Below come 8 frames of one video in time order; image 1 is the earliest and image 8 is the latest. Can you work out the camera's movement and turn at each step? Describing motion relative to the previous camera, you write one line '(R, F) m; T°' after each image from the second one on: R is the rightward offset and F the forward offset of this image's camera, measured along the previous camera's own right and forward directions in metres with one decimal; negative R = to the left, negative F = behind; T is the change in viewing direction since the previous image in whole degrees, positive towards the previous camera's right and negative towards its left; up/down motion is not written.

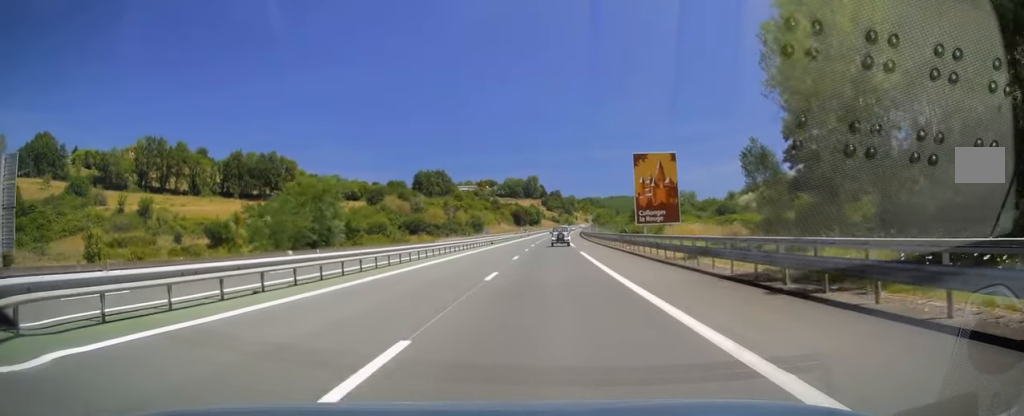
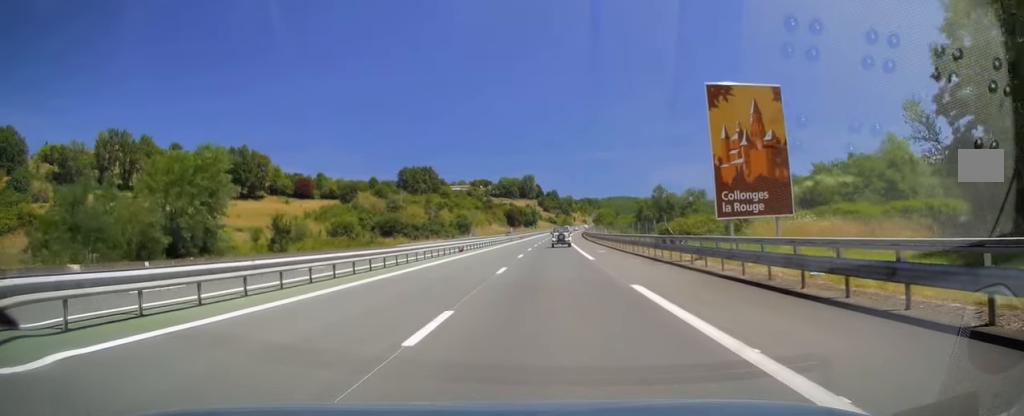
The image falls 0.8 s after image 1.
(+0.1, +22.9) m; +1°
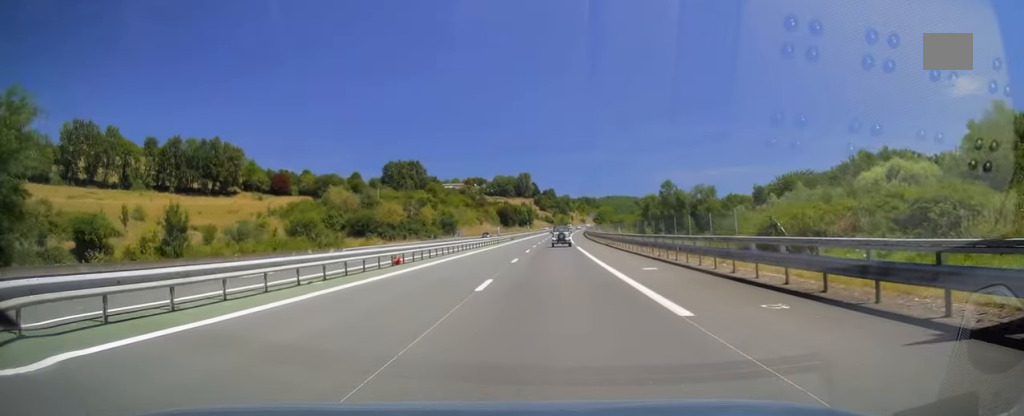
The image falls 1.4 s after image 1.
(0.0, +19.0) m; +1°
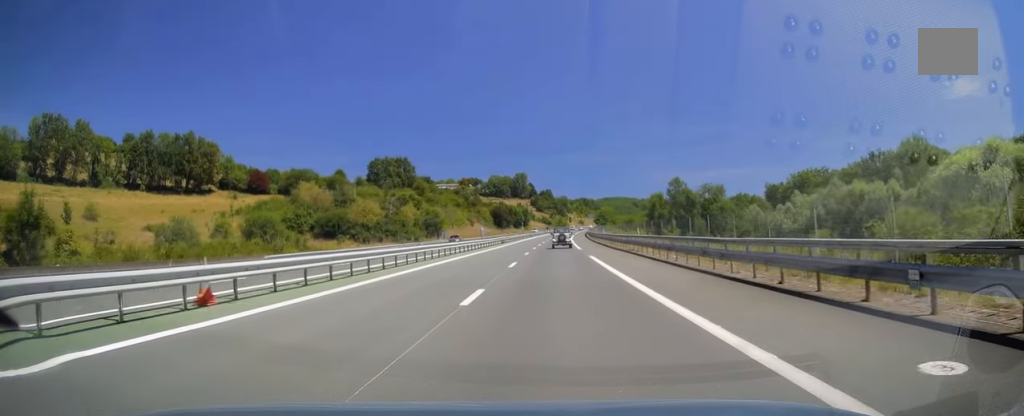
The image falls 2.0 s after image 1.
(+0.2, +15.5) m; 0°
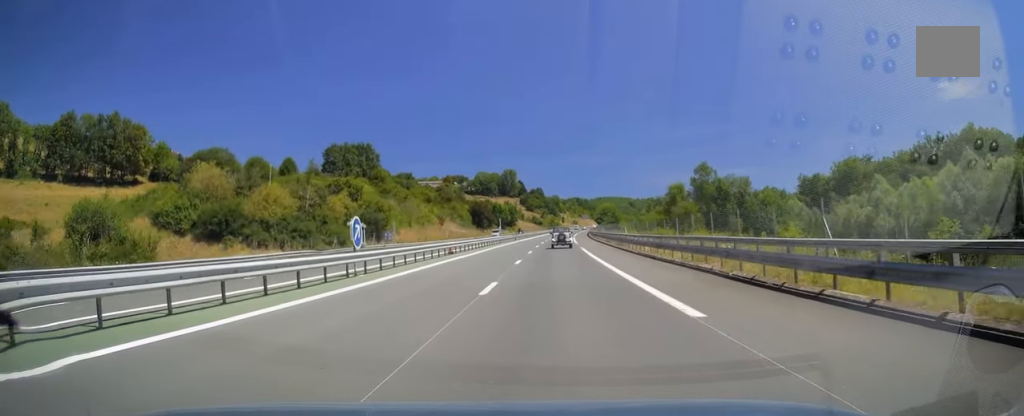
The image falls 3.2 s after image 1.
(0.0, +36.5) m; 0°
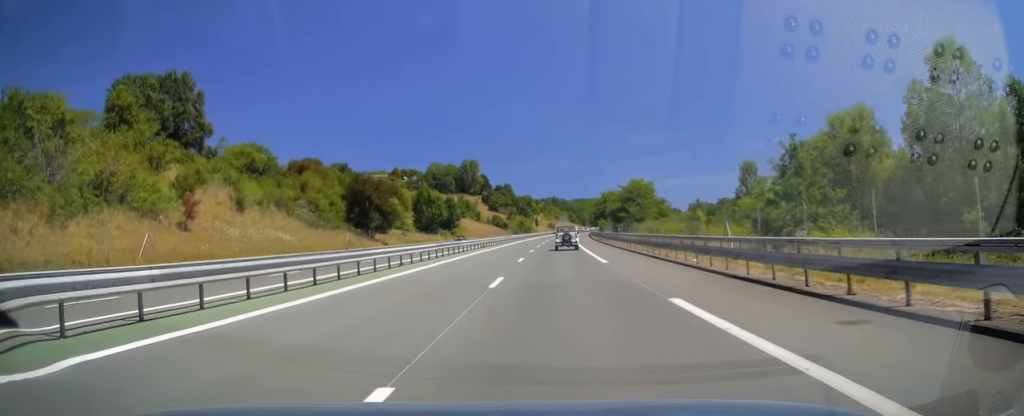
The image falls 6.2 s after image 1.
(+1.7, +88.6) m; +2°
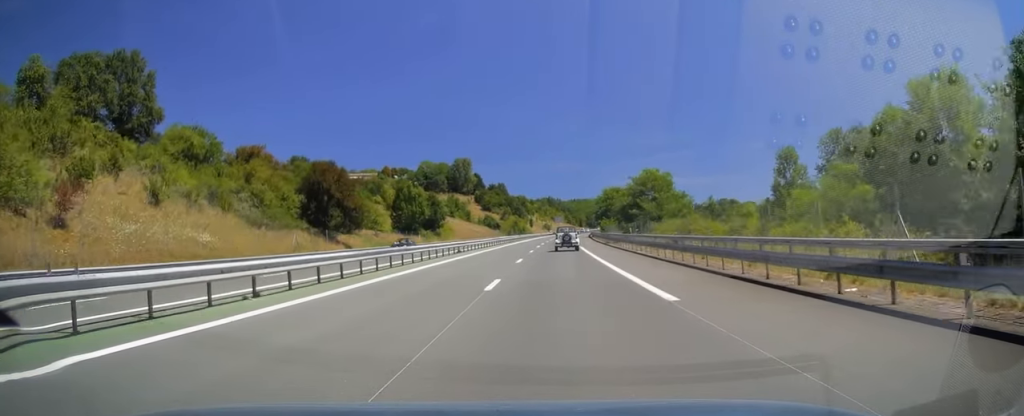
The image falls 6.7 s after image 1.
(+0.2, +13.6) m; +1°
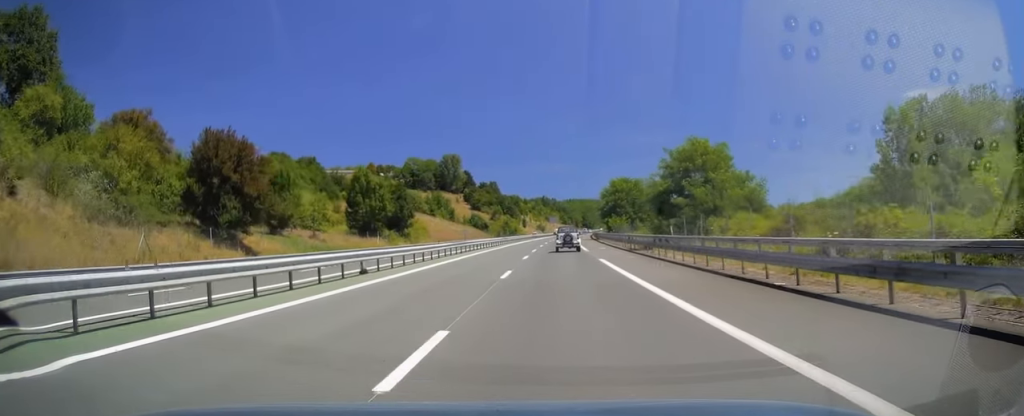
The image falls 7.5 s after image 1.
(+0.2, +21.9) m; +1°
